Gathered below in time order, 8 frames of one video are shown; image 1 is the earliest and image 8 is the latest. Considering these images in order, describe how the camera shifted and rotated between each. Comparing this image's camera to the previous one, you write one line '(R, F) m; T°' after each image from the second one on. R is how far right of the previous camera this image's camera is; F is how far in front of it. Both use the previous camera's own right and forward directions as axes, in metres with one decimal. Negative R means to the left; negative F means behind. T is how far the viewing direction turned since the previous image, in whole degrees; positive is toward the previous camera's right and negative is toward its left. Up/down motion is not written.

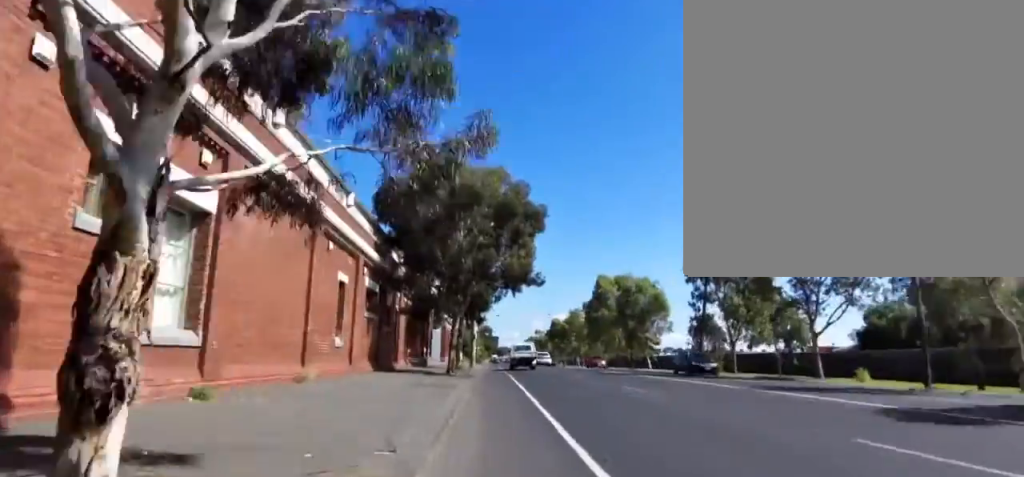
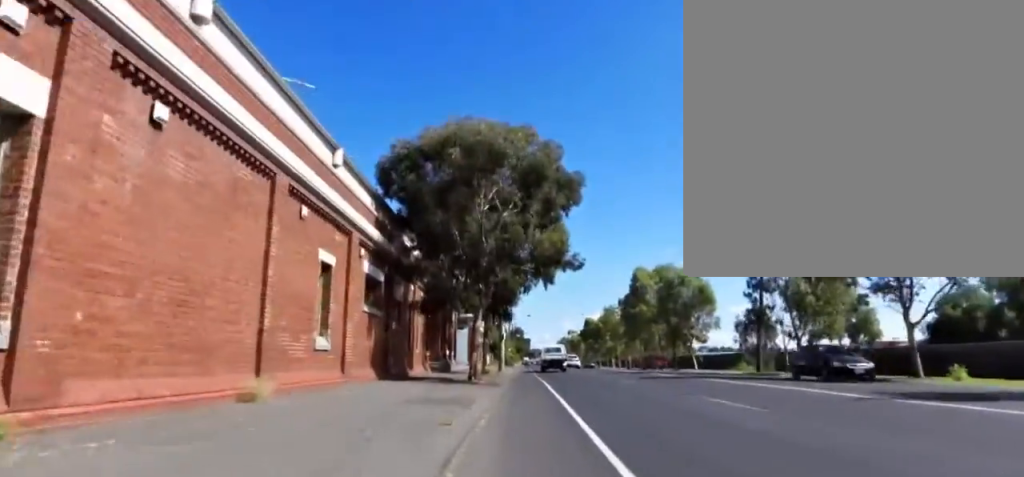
(-0.6, +4.9) m; -3°
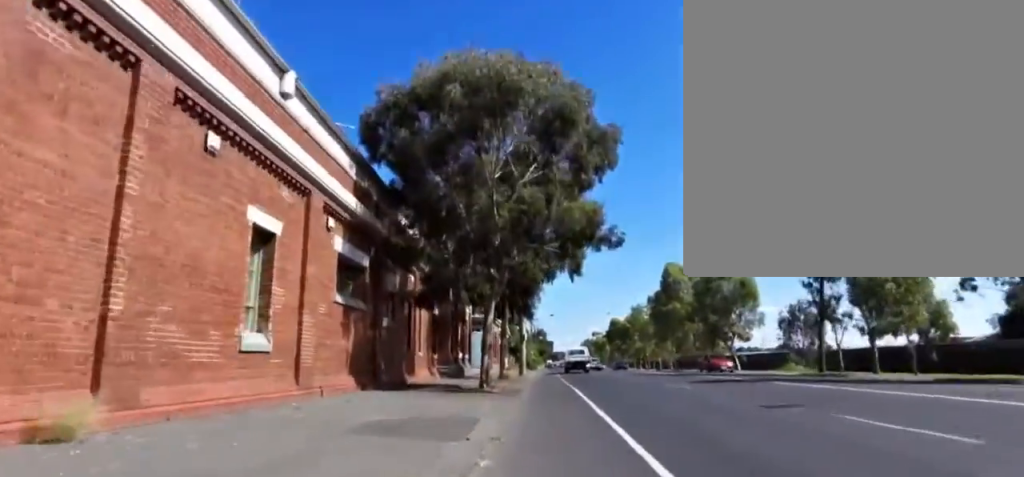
(-0.3, +5.2) m; -2°
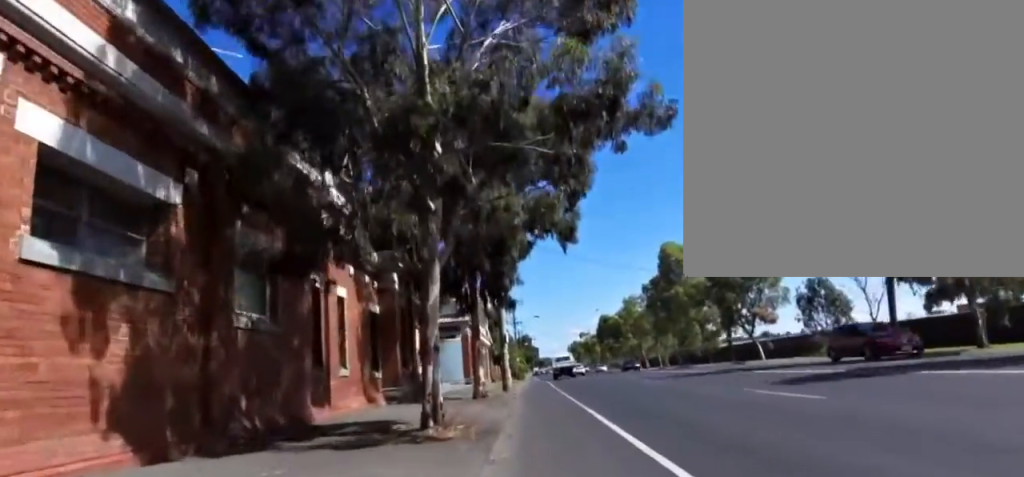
(+0.2, +8.7) m; +1°
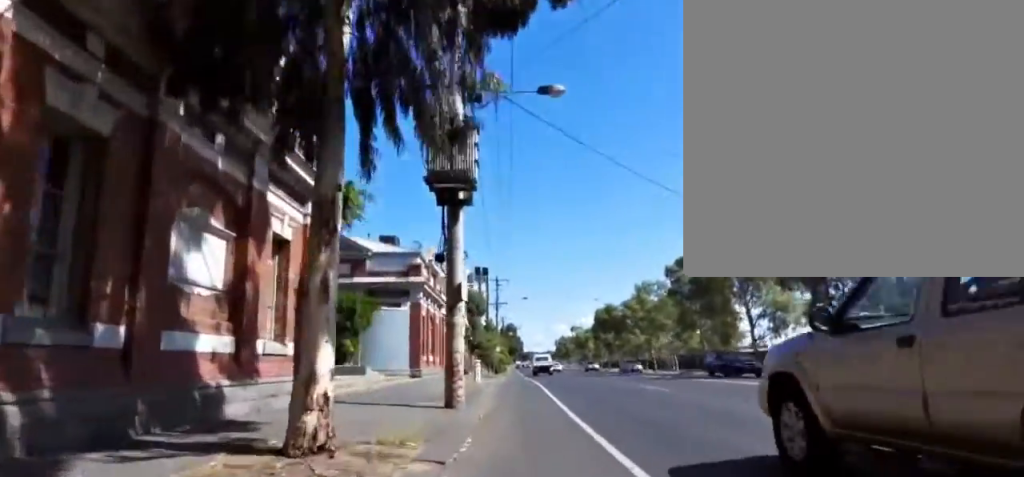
(+0.1, +16.1) m; 0°
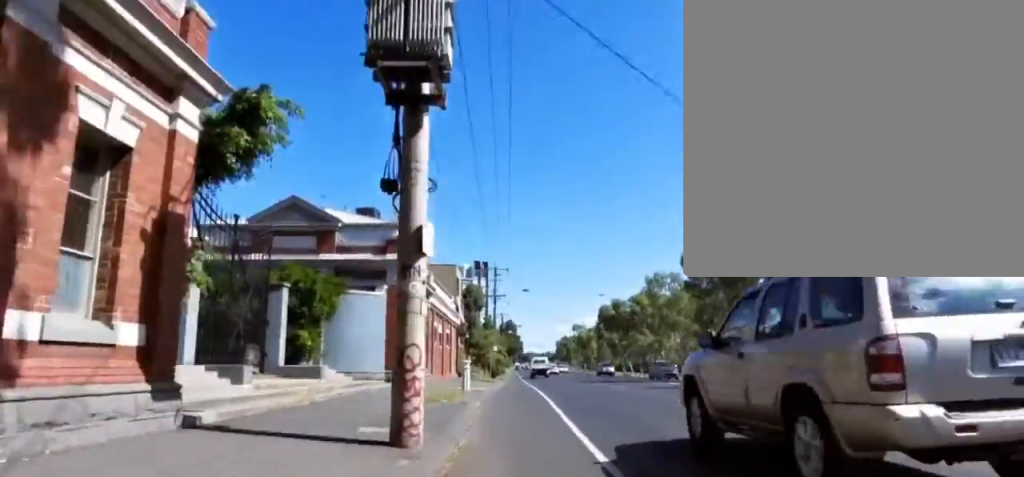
(0.0, +5.2) m; 0°
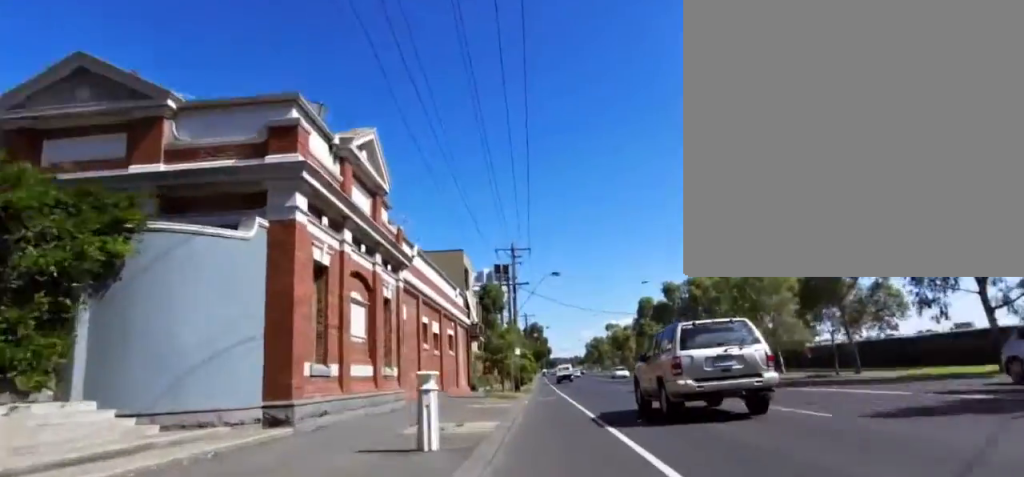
(0.0, +13.8) m; 0°
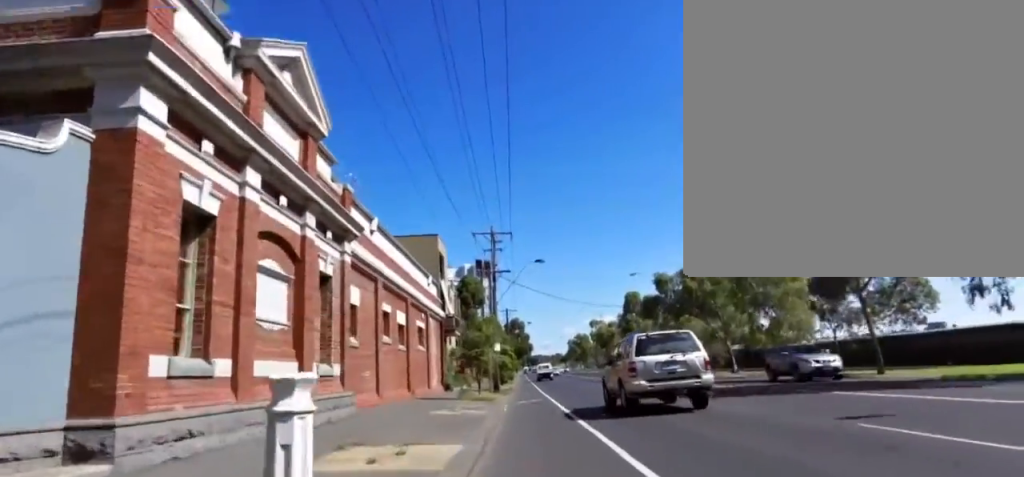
(0.0, +4.3) m; 0°
